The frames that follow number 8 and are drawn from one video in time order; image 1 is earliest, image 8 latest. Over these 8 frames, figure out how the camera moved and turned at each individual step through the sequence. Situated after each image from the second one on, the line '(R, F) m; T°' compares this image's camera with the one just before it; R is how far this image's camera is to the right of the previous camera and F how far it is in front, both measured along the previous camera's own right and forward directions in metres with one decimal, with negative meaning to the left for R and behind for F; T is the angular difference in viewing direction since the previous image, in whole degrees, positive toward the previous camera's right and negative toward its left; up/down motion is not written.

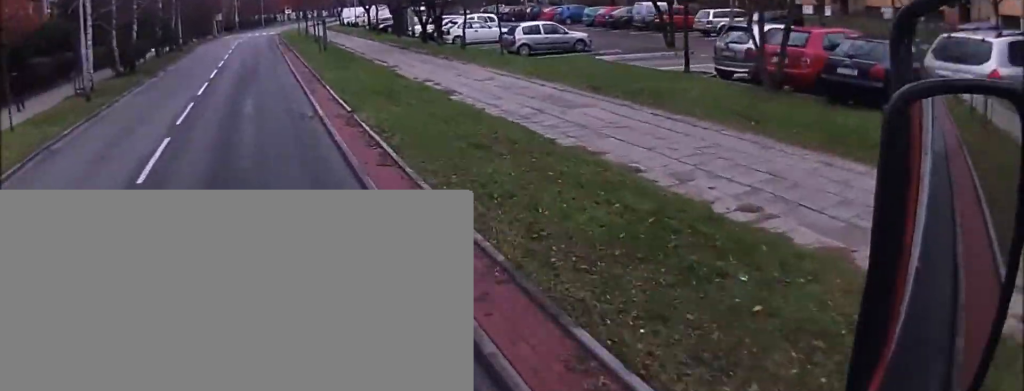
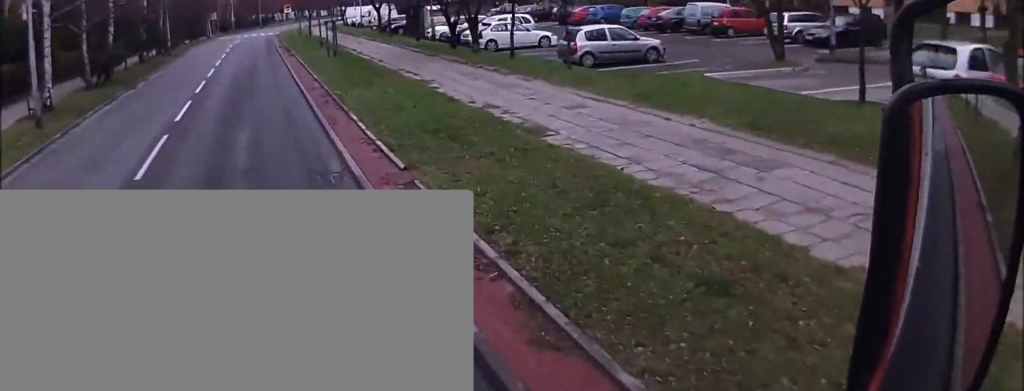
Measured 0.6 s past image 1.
(+0.1, +5.5) m; 0°
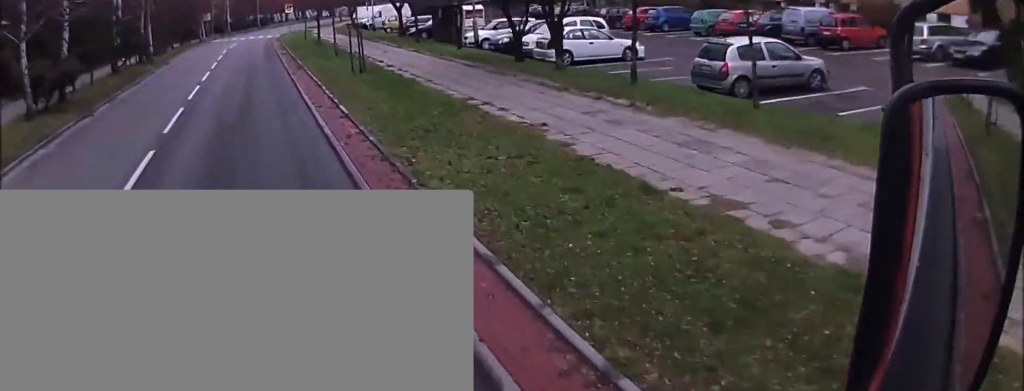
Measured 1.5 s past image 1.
(0.0, +7.5) m; 0°
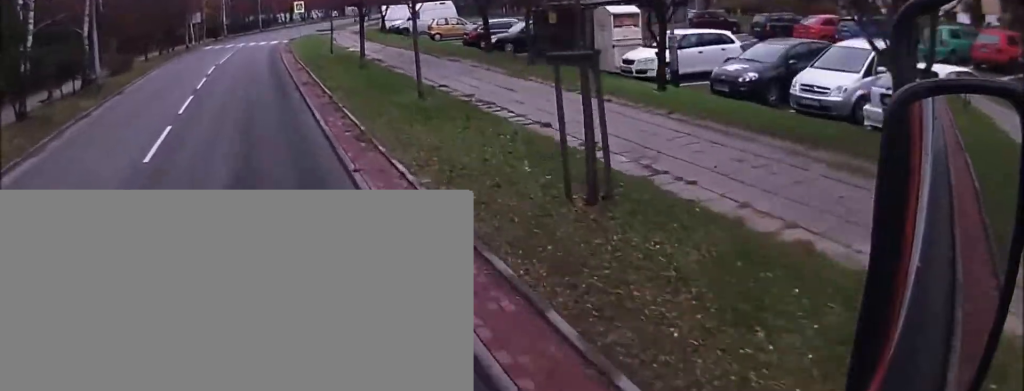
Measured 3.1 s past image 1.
(+0.1, +15.5) m; +1°
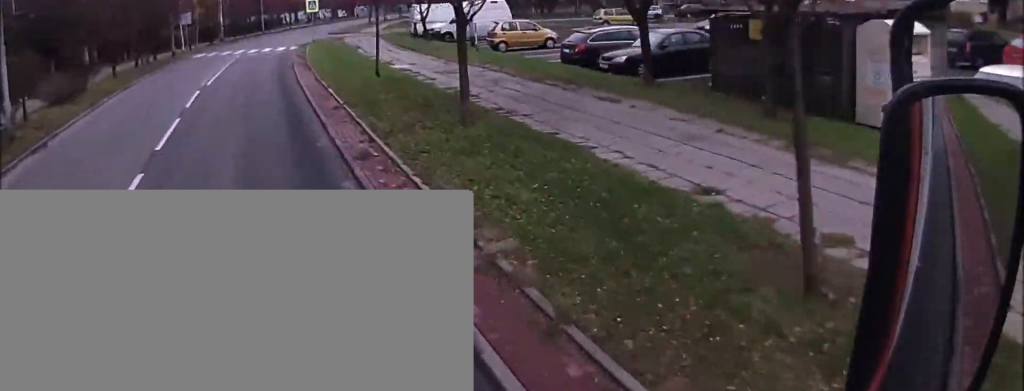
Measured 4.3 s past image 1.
(+0.2, +11.5) m; +3°
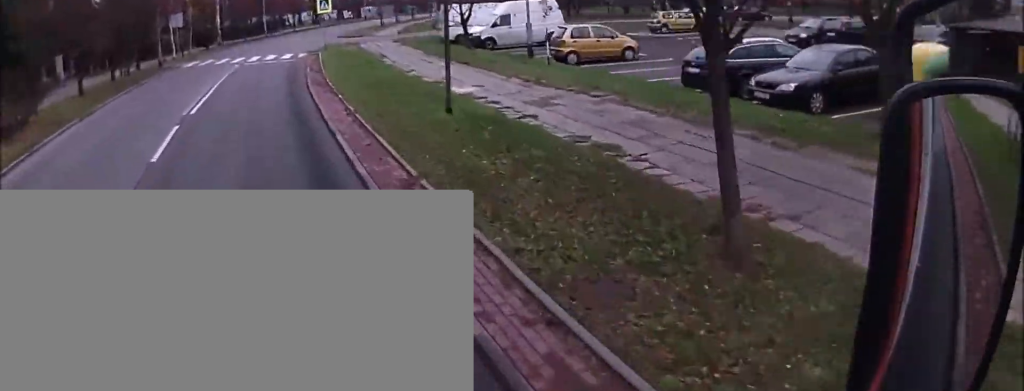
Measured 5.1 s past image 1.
(+0.3, +7.3) m; 0°
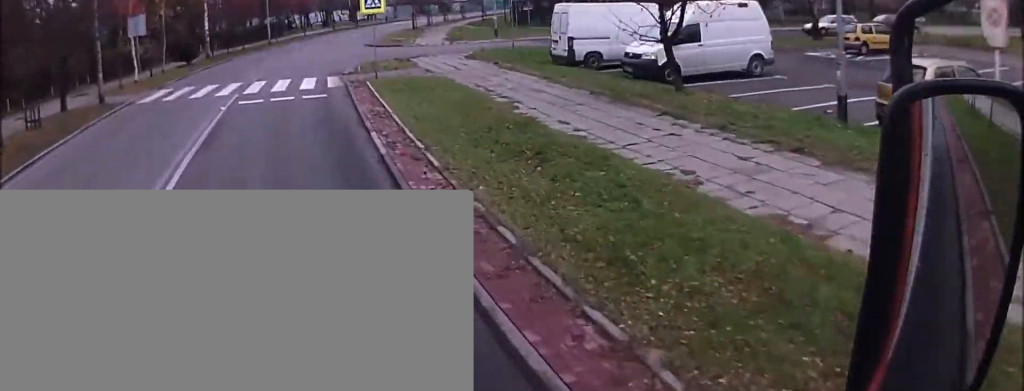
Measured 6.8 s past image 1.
(-0.2, +14.7) m; 0°
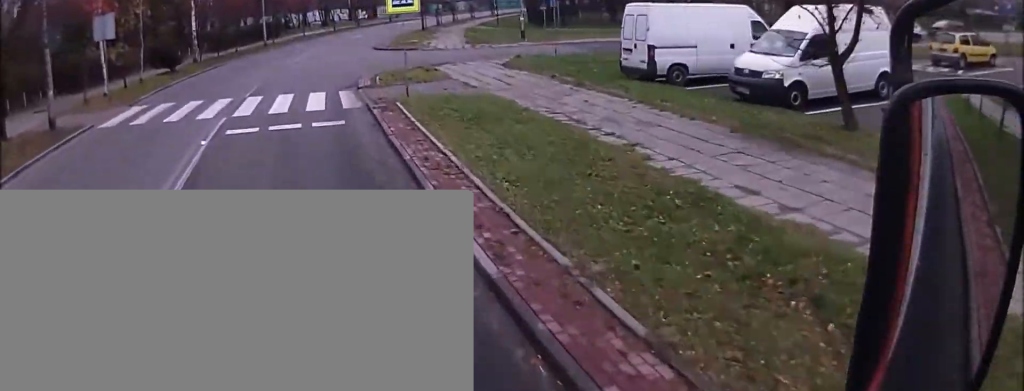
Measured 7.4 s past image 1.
(0.0, +5.2) m; -1°
